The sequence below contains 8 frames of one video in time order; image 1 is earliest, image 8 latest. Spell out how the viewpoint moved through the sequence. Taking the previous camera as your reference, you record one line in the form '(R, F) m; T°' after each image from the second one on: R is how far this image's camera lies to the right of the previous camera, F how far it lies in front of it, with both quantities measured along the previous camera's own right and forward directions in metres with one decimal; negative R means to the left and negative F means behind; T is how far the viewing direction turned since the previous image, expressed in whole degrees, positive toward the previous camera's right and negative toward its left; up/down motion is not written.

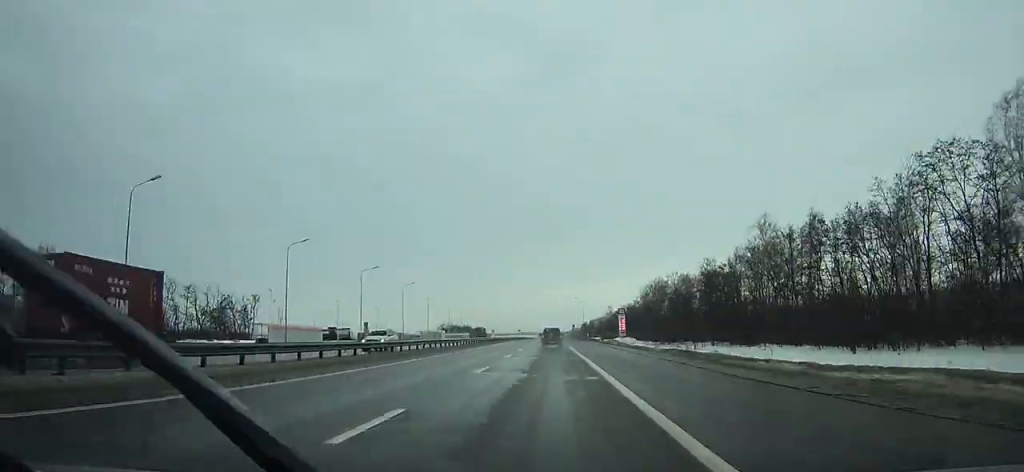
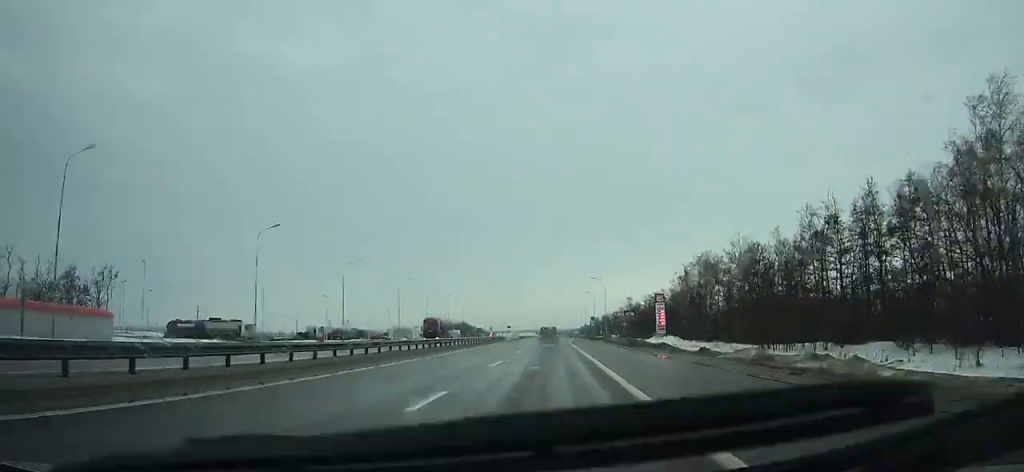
(-0.3, +58.0) m; 0°
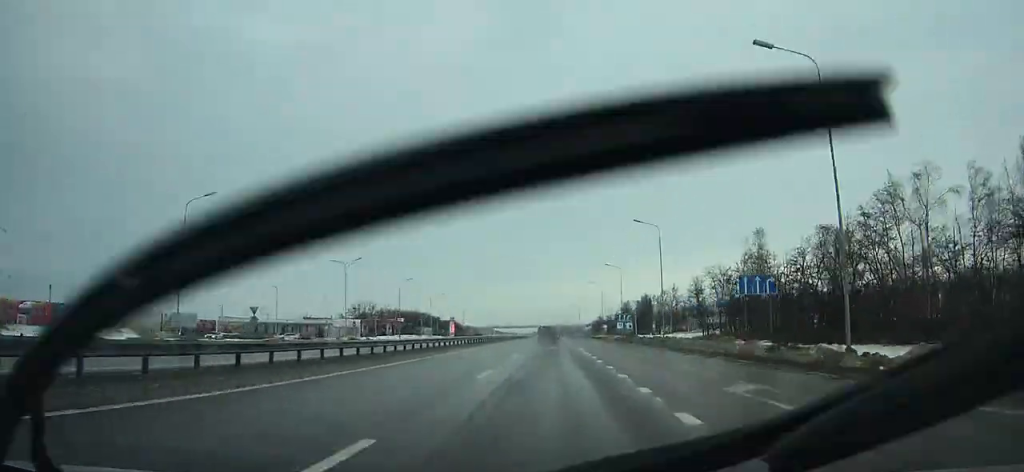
(-0.9, +162.3) m; -1°
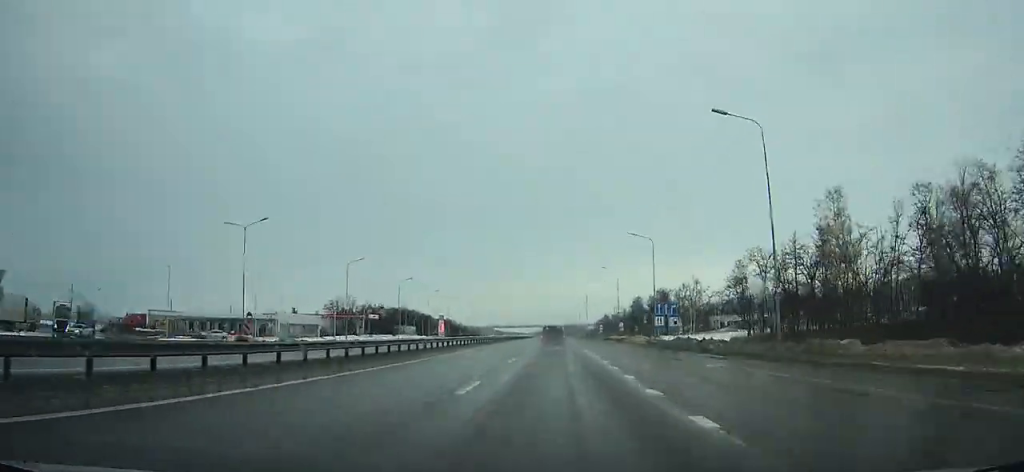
(0.0, +28.2) m; 0°
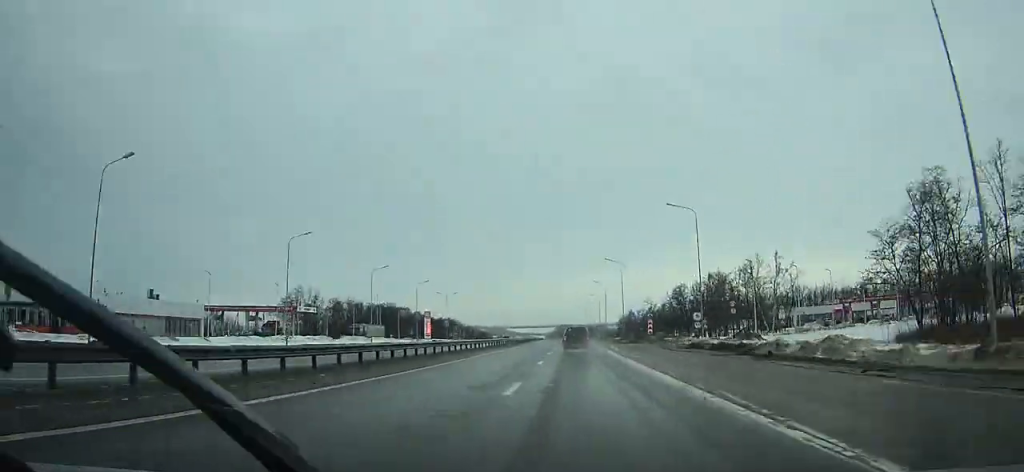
(-0.3, +48.0) m; 0°
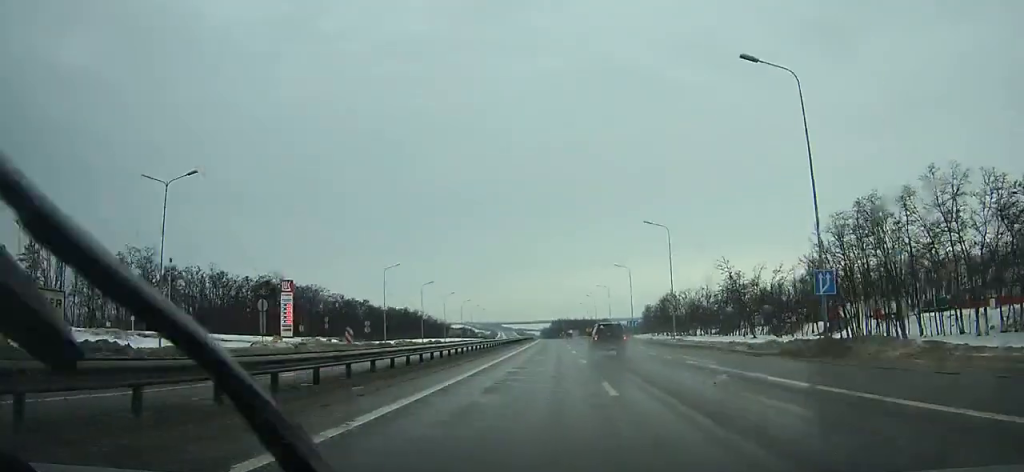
(-0.1, +98.8) m; -1°
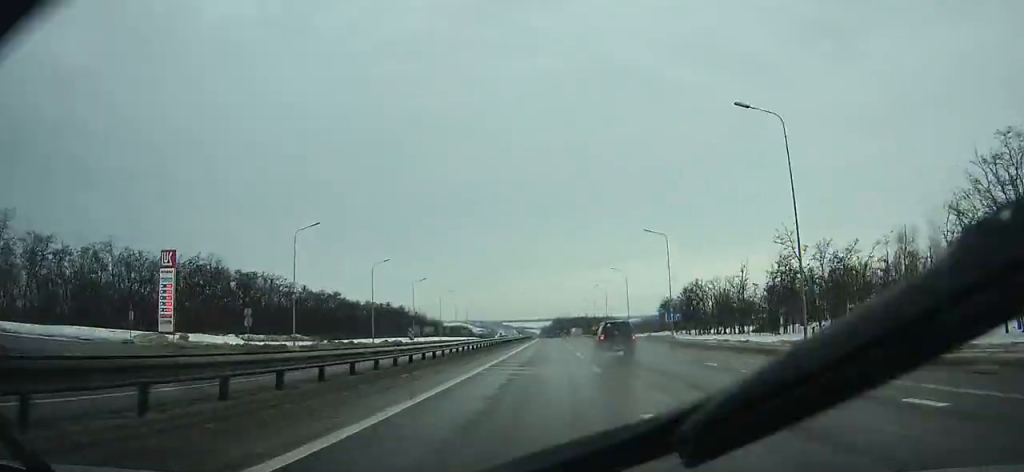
(-0.2, +30.7) m; 0°
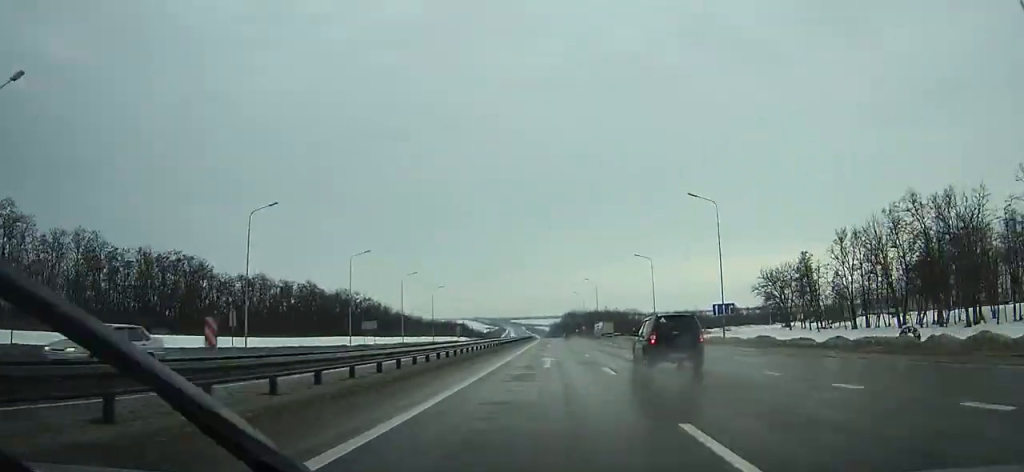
(-0.3, +85.8) m; 0°
